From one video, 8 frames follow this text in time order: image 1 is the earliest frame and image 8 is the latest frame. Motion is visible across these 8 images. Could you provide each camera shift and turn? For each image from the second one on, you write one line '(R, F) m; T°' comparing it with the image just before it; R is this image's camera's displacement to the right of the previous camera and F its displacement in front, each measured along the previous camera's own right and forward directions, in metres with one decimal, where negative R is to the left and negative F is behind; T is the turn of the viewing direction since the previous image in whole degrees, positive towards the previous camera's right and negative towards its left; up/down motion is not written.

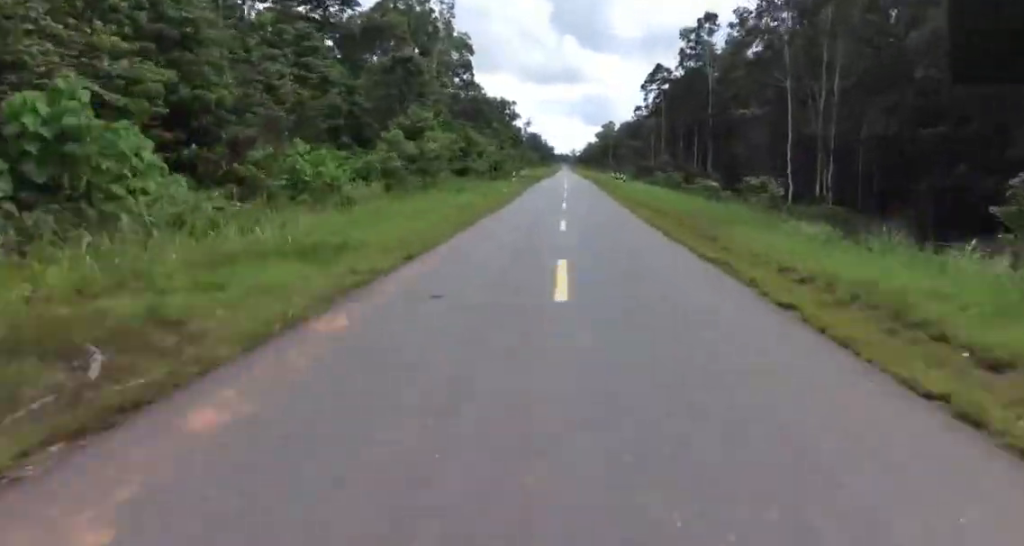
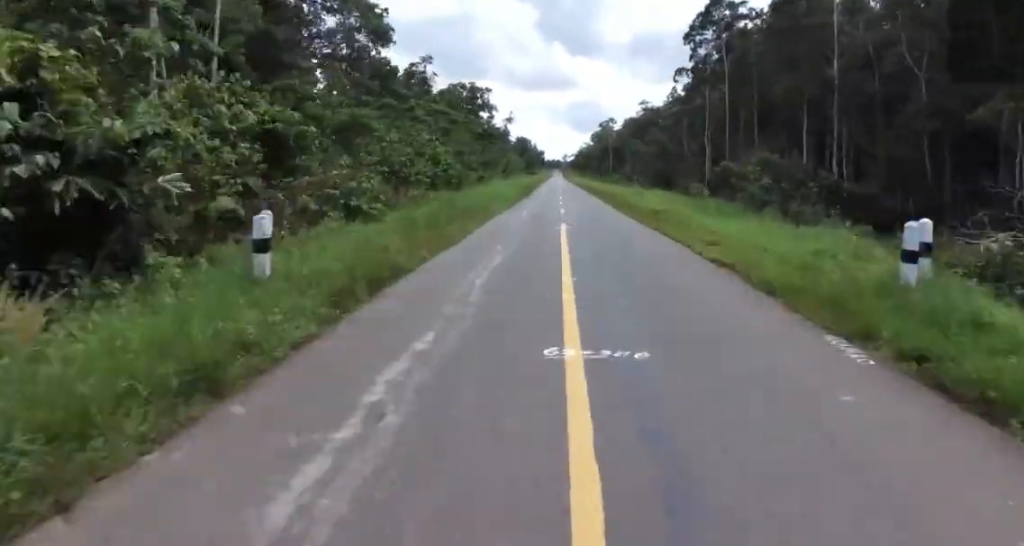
(0.0, +48.7) m; 0°
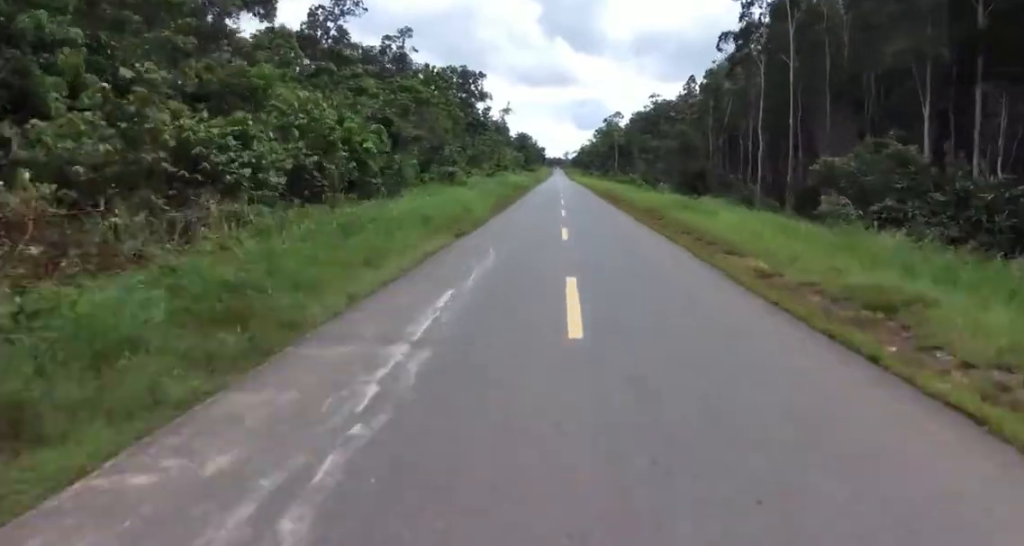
(0.0, +18.1) m; -1°
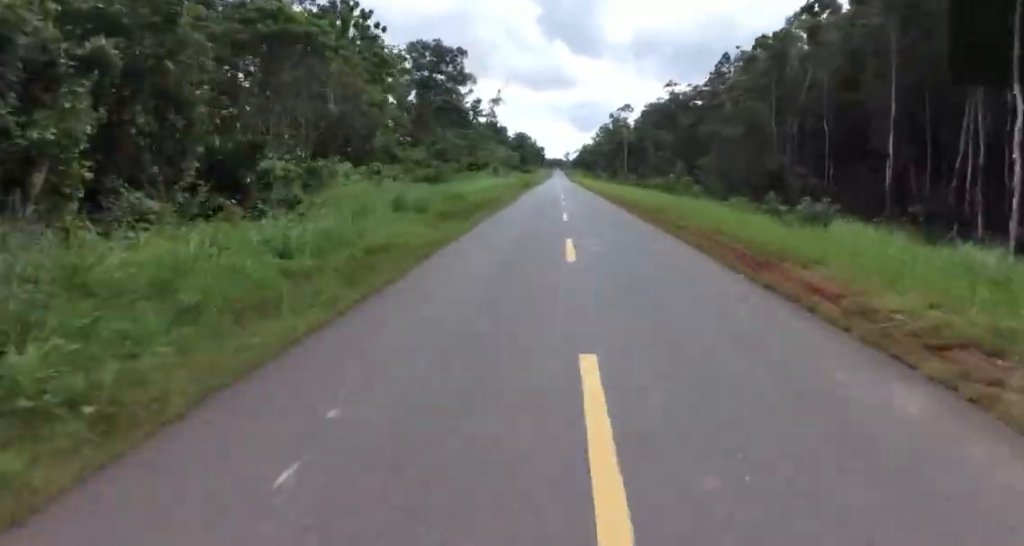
(-0.5, +29.6) m; +1°
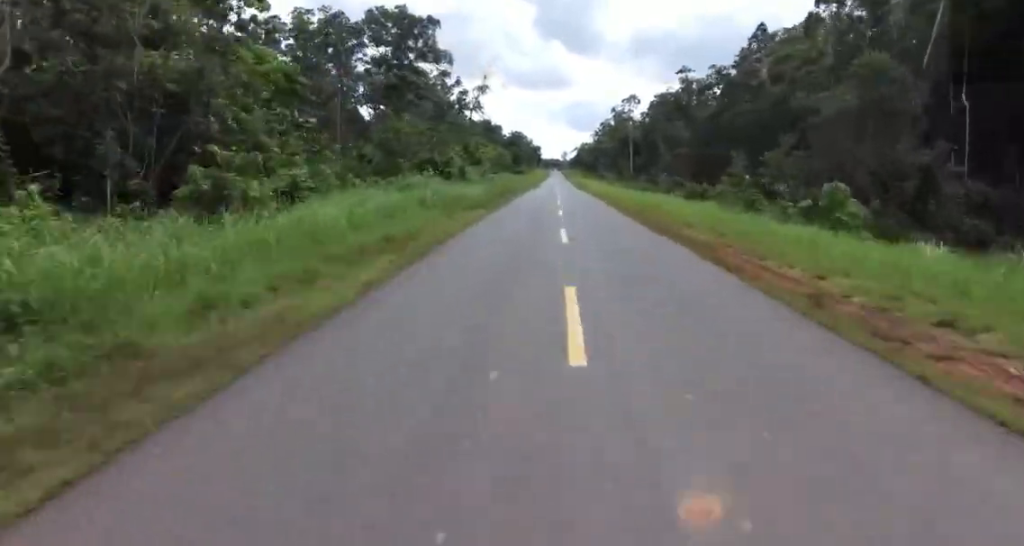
(-0.1, +21.5) m; +2°
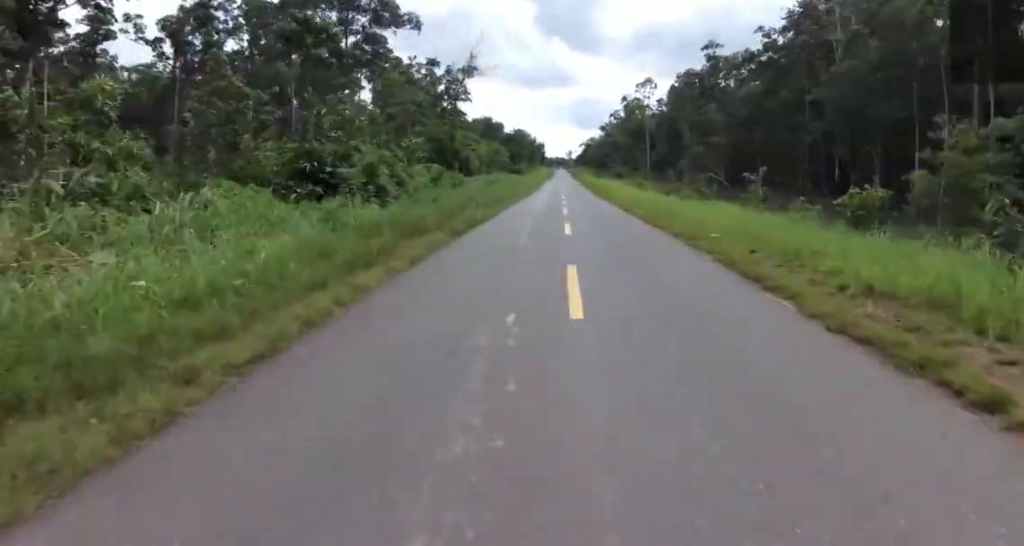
(+1.6, +24.4) m; +2°
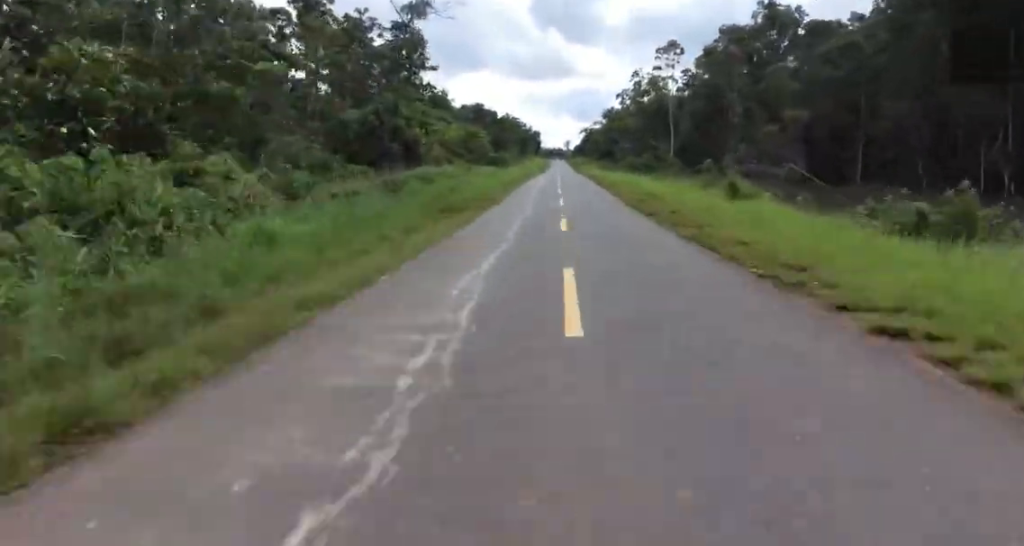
(-1.3, +33.5) m; -2°
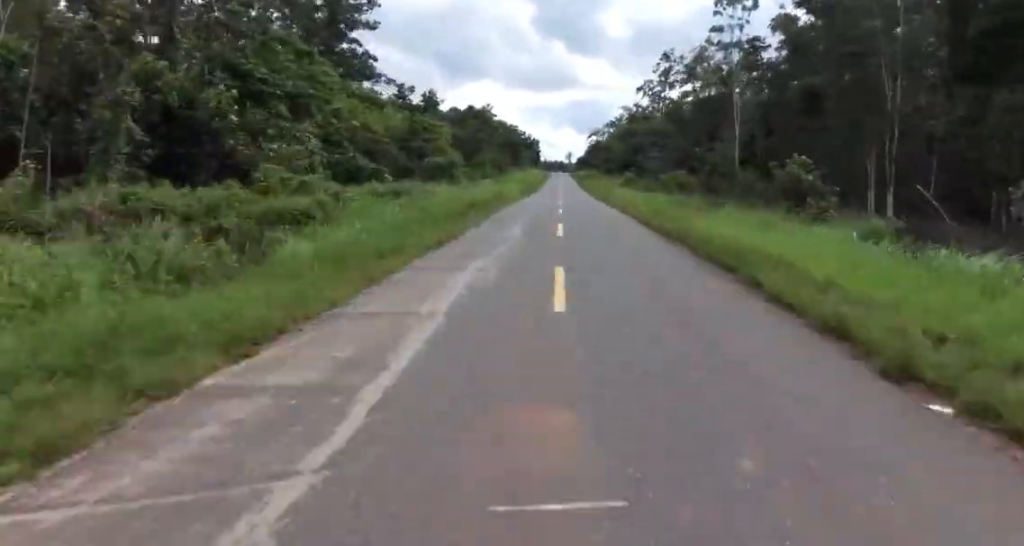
(-0.1, +39.3) m; -1°
